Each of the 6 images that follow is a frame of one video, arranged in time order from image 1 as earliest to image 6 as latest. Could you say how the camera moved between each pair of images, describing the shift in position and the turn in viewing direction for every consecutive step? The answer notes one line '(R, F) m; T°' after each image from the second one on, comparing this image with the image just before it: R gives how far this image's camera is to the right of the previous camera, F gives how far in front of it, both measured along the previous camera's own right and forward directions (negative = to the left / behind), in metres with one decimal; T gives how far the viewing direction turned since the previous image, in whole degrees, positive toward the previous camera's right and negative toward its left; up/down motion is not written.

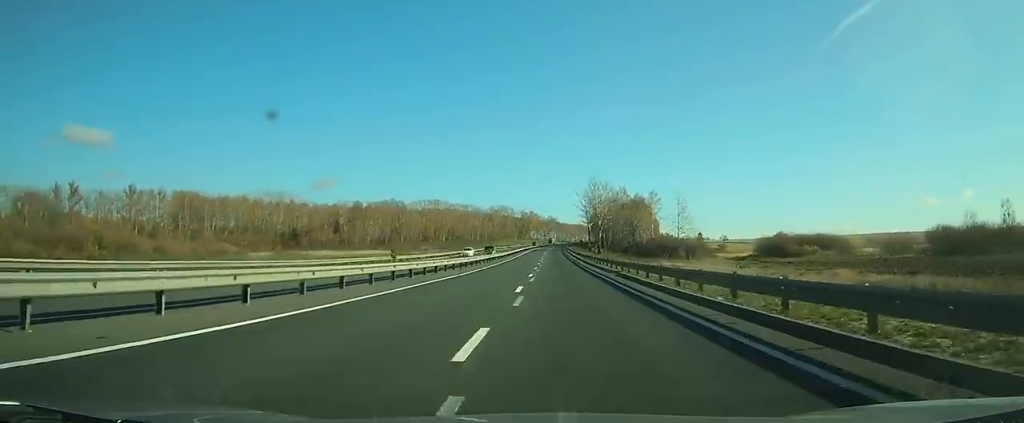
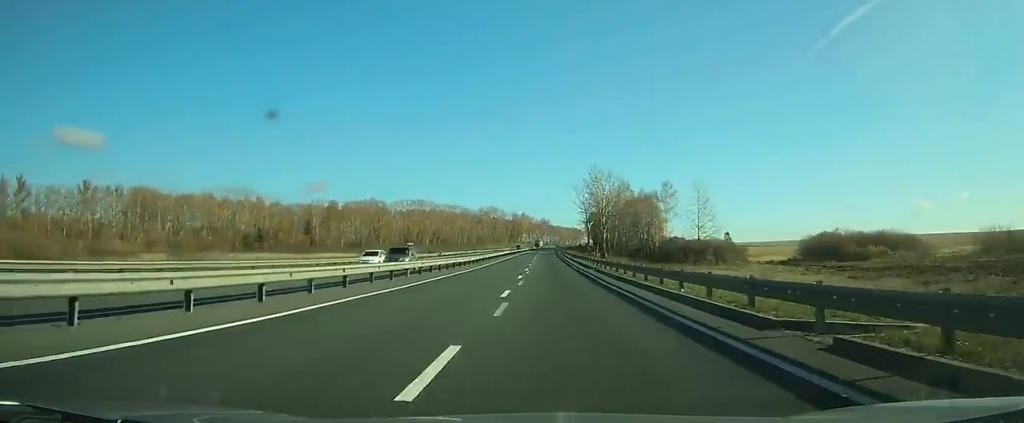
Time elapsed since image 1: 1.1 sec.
(+0.1, +27.3) m; 0°
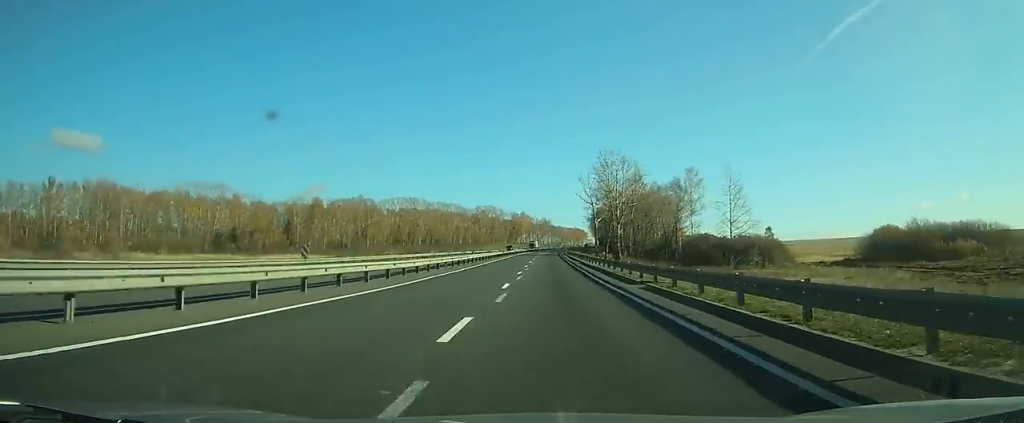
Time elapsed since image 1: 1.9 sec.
(0.0, +22.0) m; 0°
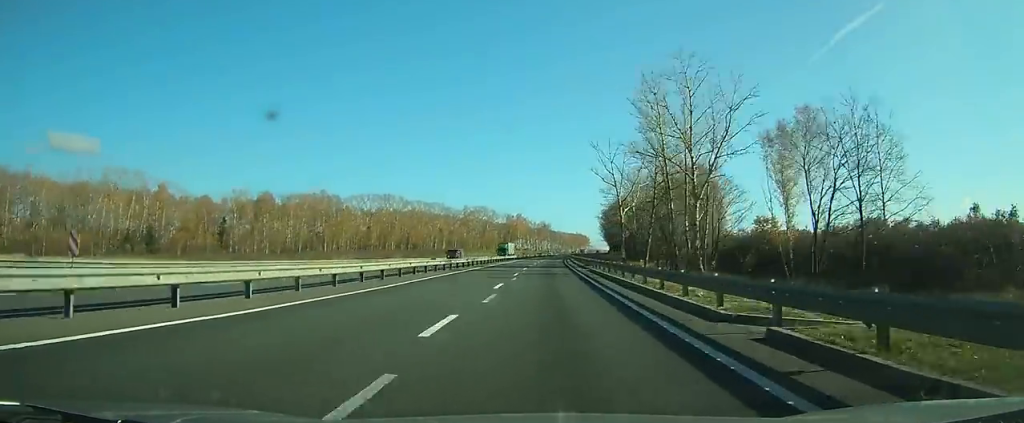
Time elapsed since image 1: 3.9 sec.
(0.0, +47.7) m; 0°
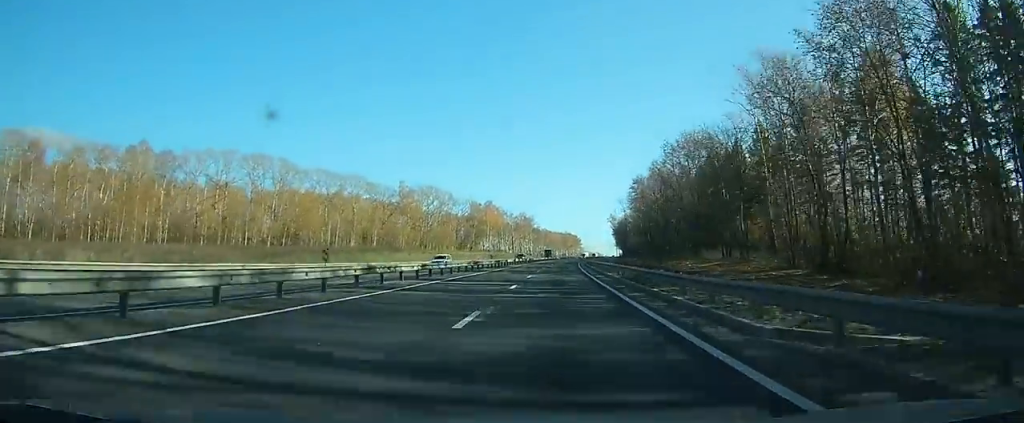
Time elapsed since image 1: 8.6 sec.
(+1.4, +107.9) m; +2°
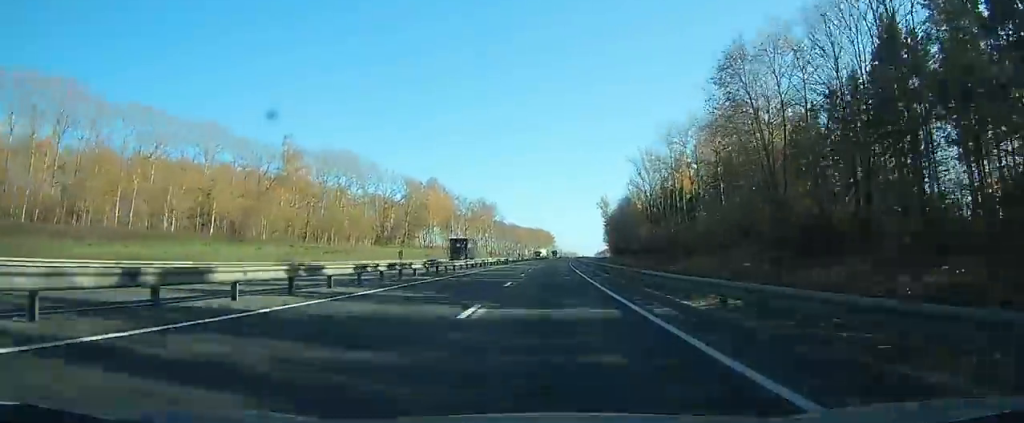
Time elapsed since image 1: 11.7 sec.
(+1.1, +67.4) m; +2°
